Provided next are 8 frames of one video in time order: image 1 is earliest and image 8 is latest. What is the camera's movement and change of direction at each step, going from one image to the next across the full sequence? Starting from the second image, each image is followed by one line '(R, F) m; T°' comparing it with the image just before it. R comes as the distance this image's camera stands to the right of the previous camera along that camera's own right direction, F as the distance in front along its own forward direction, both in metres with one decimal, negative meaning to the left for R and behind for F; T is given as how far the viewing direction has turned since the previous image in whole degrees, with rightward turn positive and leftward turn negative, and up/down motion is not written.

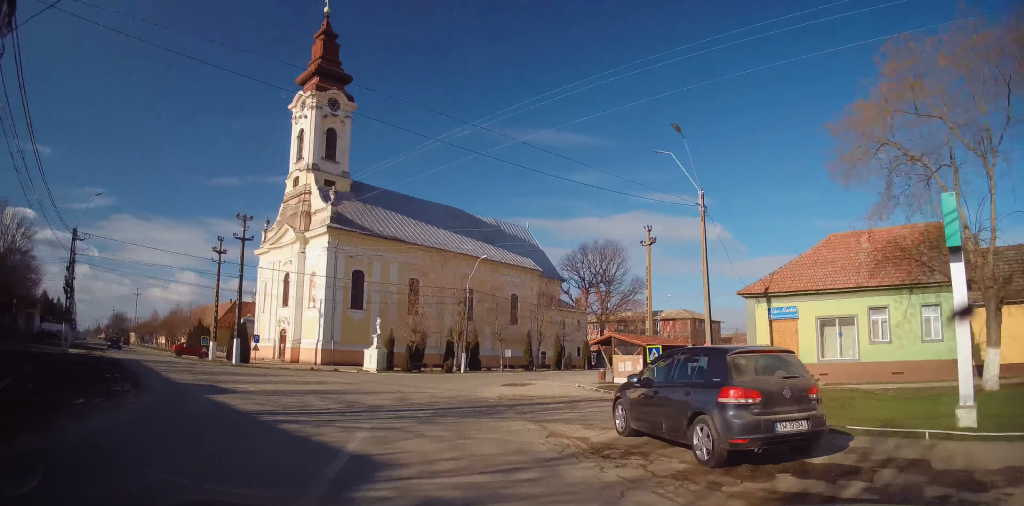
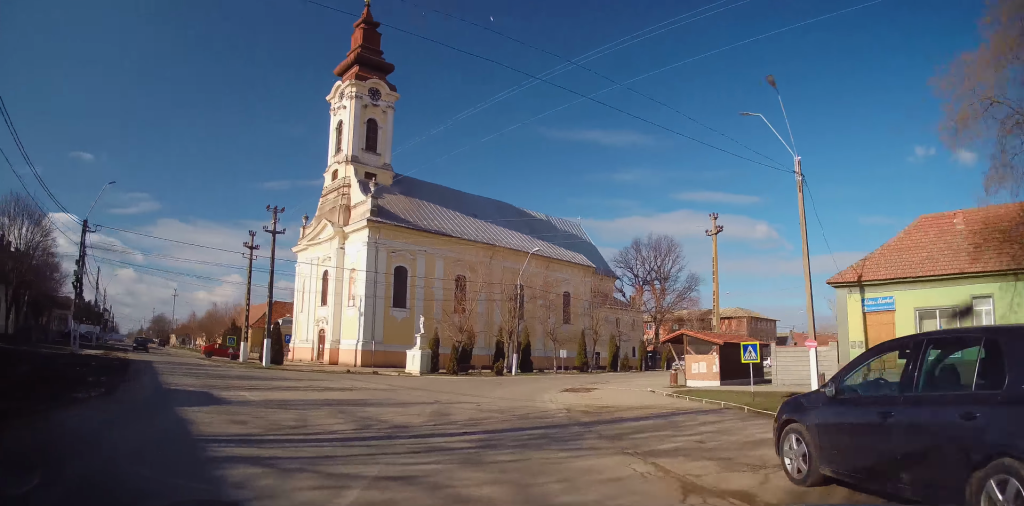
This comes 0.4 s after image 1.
(-0.5, +3.7) m; -3°
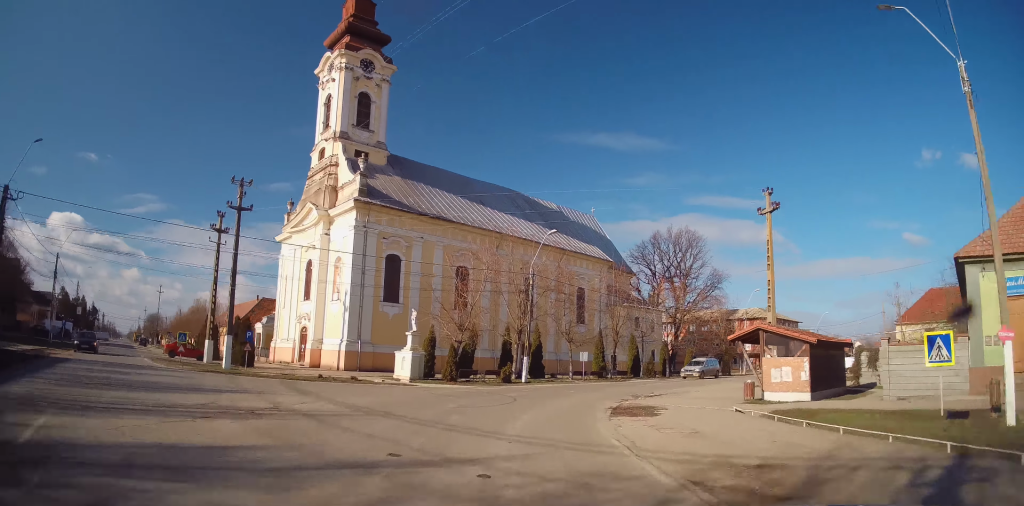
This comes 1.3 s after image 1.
(-0.3, +7.6) m; 0°
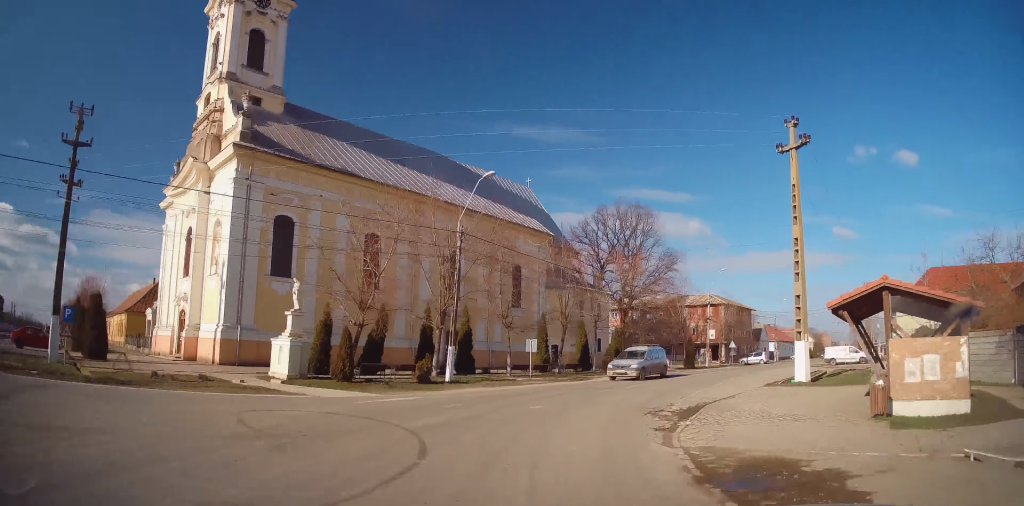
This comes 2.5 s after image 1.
(+0.7, +10.6) m; +11°
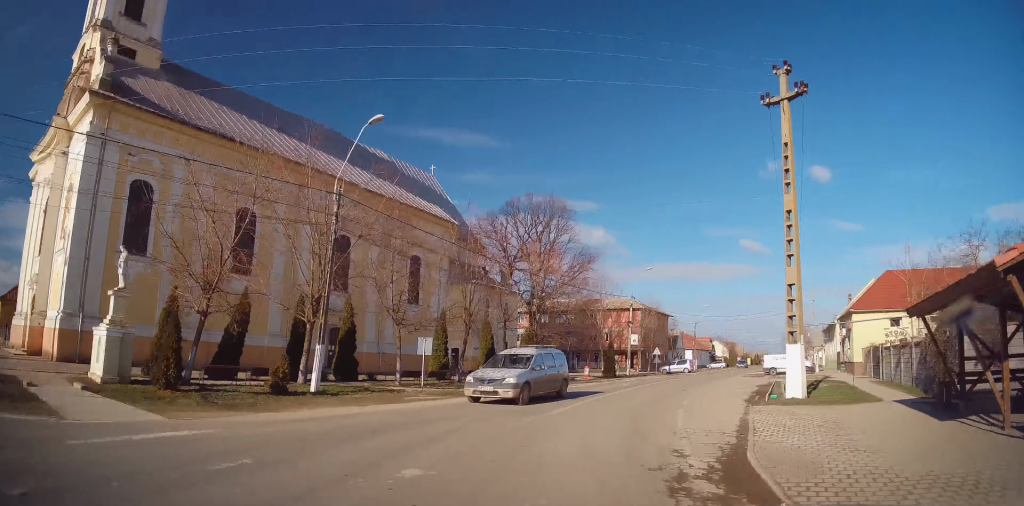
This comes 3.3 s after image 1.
(+0.6, +7.1) m; +10°
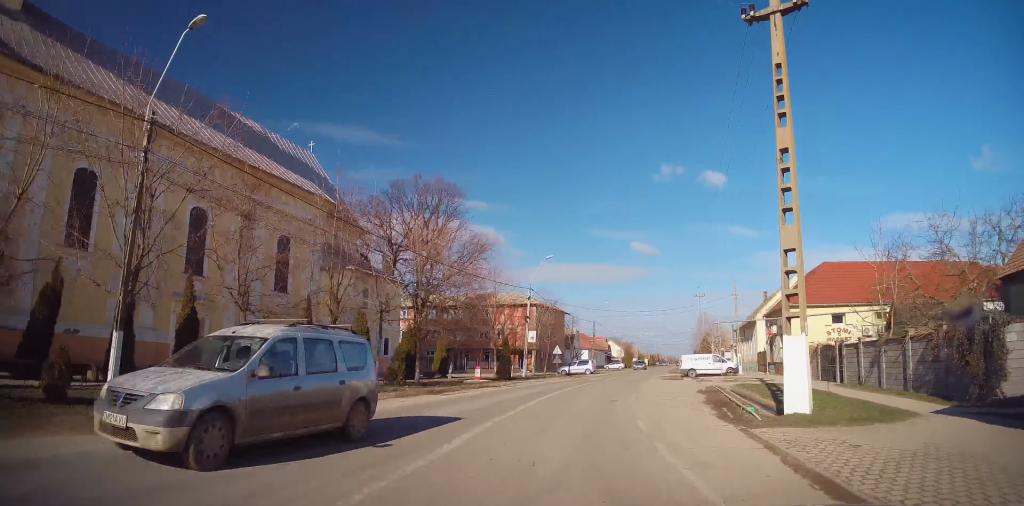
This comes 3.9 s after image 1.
(+0.4, +6.6) m; +9°
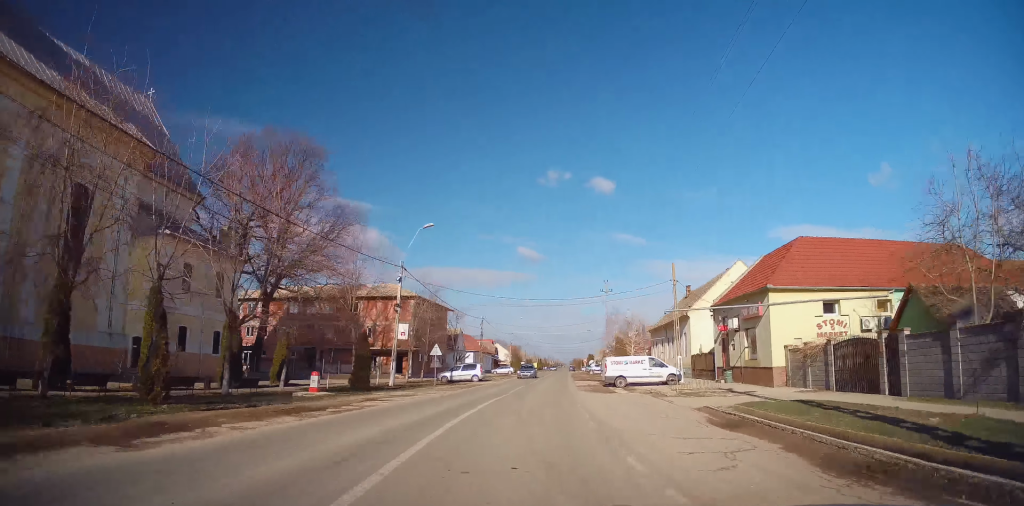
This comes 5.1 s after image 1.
(+1.4, +12.4) m; +9°
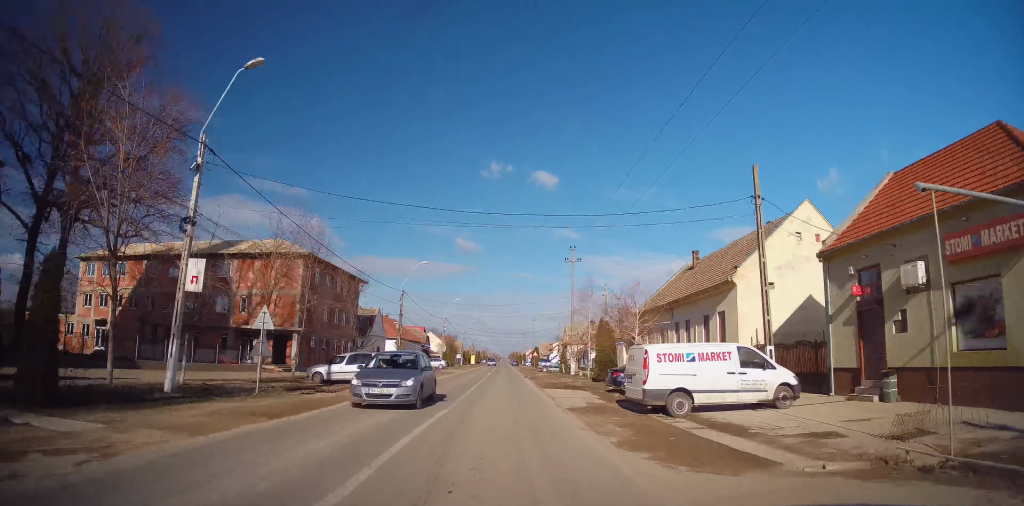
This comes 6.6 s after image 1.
(+1.3, +20.1) m; +5°
